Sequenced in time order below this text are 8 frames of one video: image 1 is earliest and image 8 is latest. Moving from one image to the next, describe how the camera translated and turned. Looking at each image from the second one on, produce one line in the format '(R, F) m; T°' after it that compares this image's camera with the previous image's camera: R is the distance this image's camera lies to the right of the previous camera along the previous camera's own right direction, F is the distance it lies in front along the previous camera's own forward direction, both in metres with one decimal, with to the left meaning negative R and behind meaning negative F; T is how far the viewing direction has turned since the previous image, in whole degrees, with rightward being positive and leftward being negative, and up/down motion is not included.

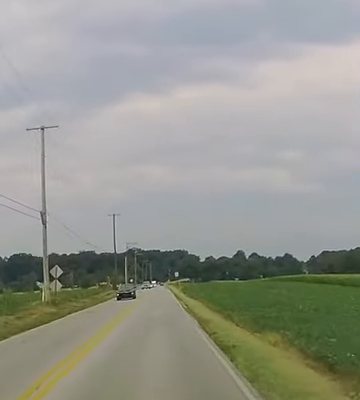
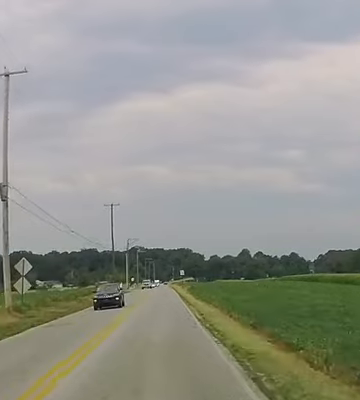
(0.0, +11.7) m; 0°
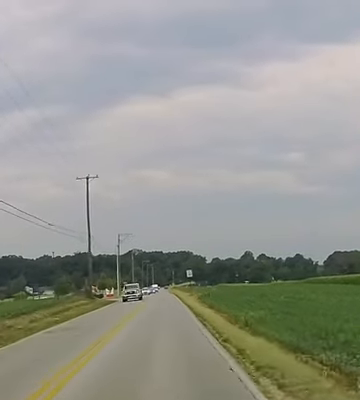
(-0.4, +28.2) m; -1°
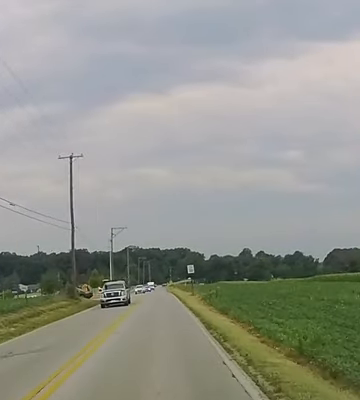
(-0.1, +10.0) m; 0°
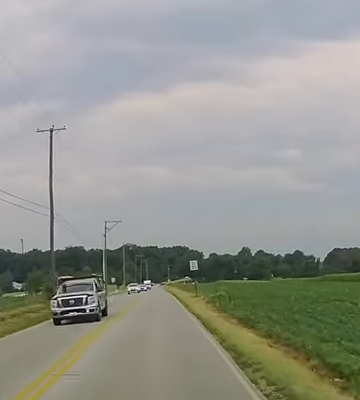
(+0.1, +9.5) m; +1°
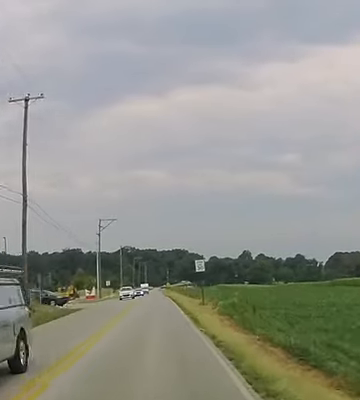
(0.0, +9.0) m; 0°
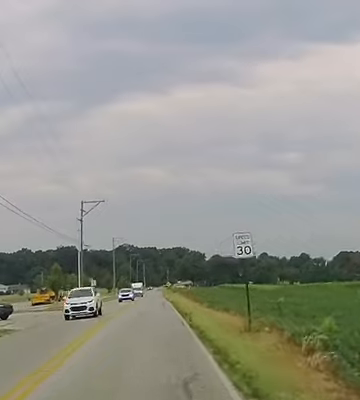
(0.0, +21.7) m; 0°
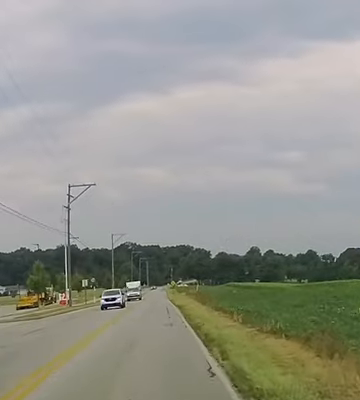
(0.0, +12.9) m; 0°
